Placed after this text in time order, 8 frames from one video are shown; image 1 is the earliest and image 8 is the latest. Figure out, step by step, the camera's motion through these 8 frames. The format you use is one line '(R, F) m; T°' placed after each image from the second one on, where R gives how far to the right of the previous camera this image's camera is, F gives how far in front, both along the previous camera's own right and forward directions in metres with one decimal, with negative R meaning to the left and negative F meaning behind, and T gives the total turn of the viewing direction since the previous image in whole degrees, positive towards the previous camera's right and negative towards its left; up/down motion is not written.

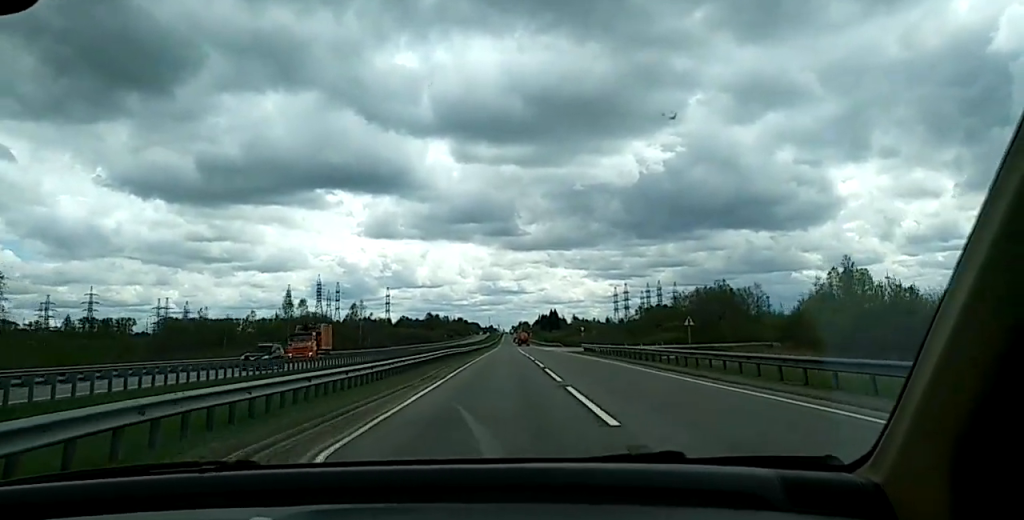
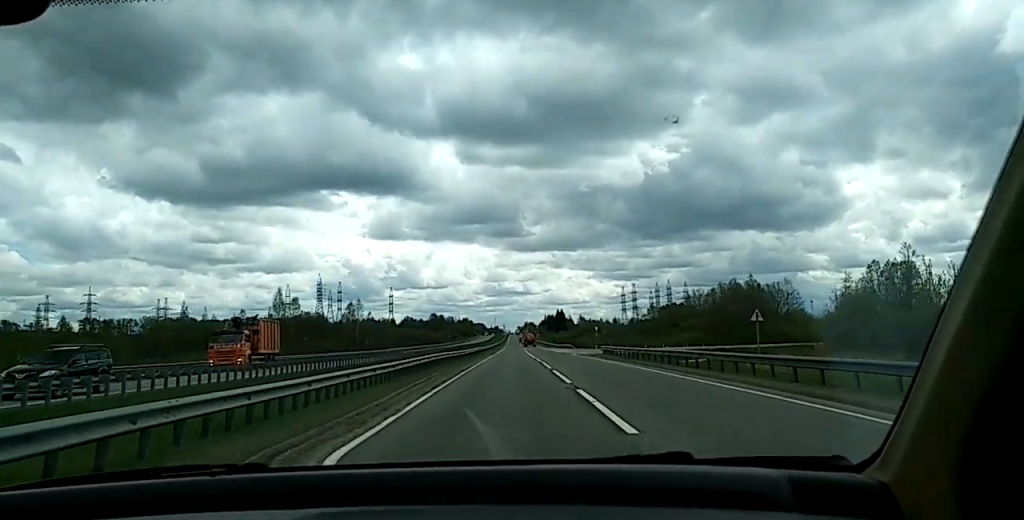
(0.0, +12.9) m; 0°
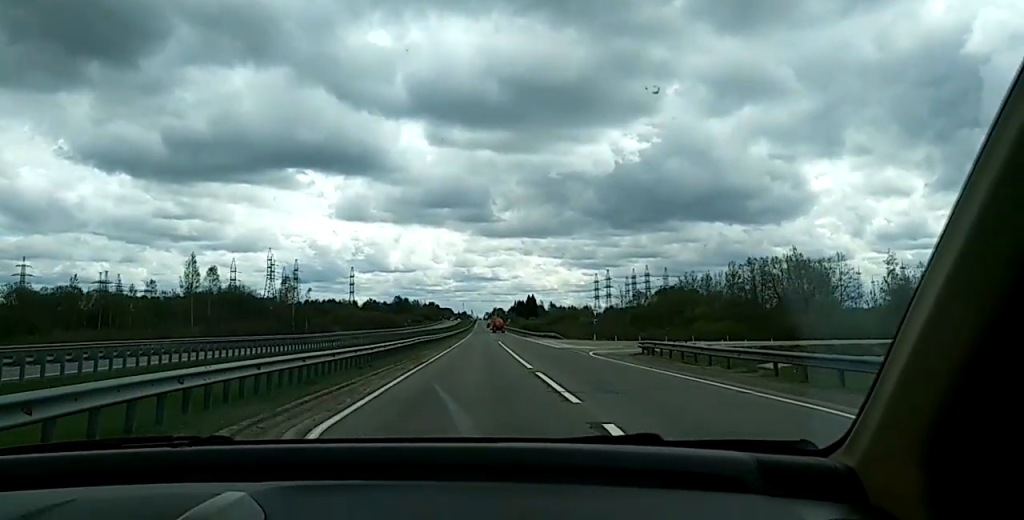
(0.0, +34.6) m; 0°
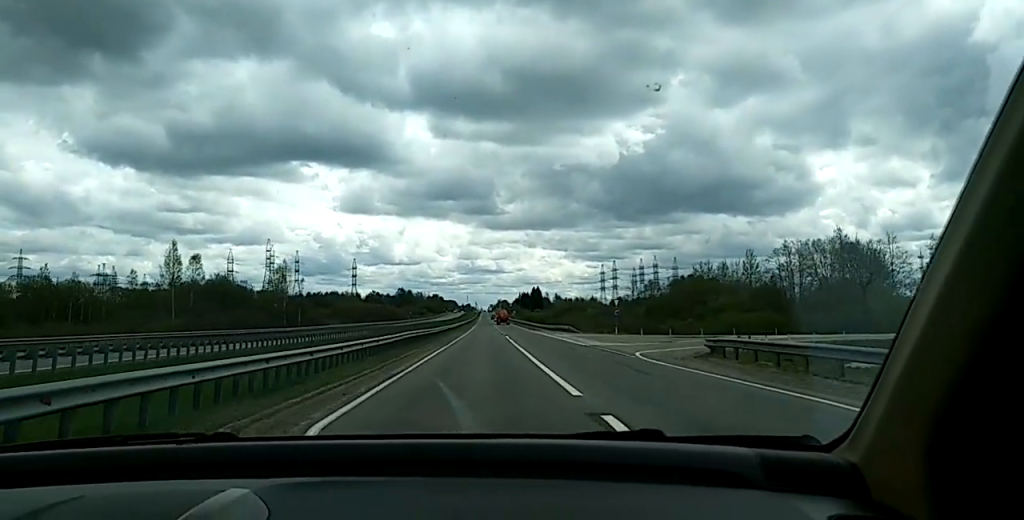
(0.0, +12.2) m; 0°
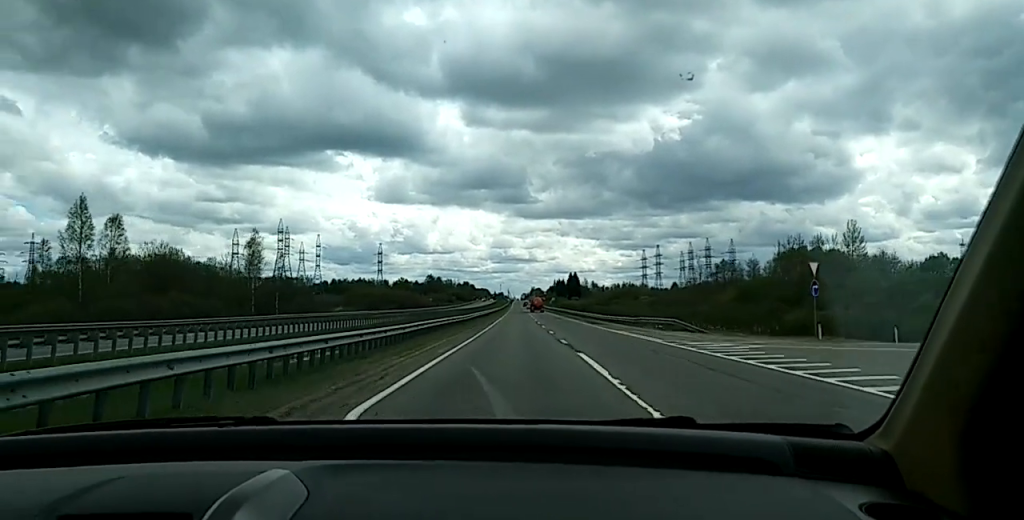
(0.0, +47.2) m; 0°
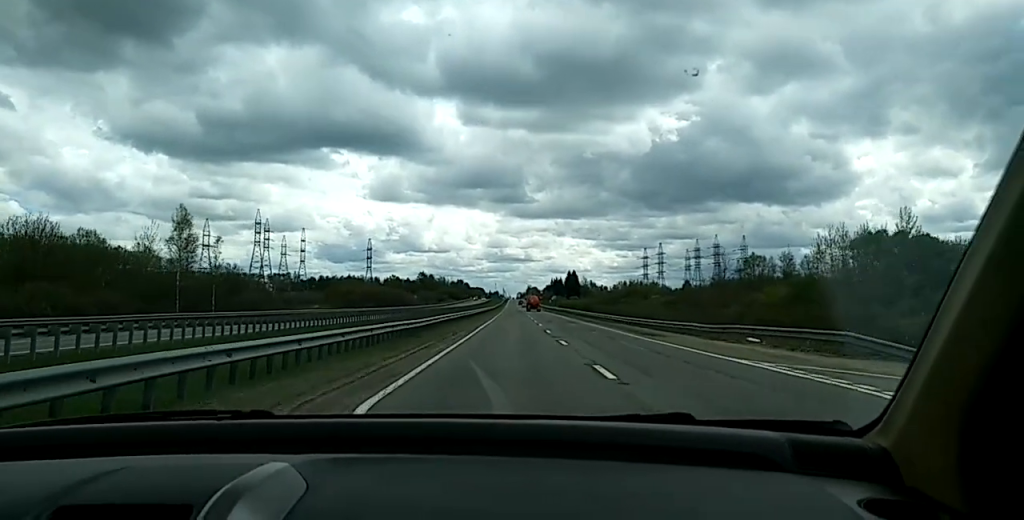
(0.0, +28.7) m; 0°
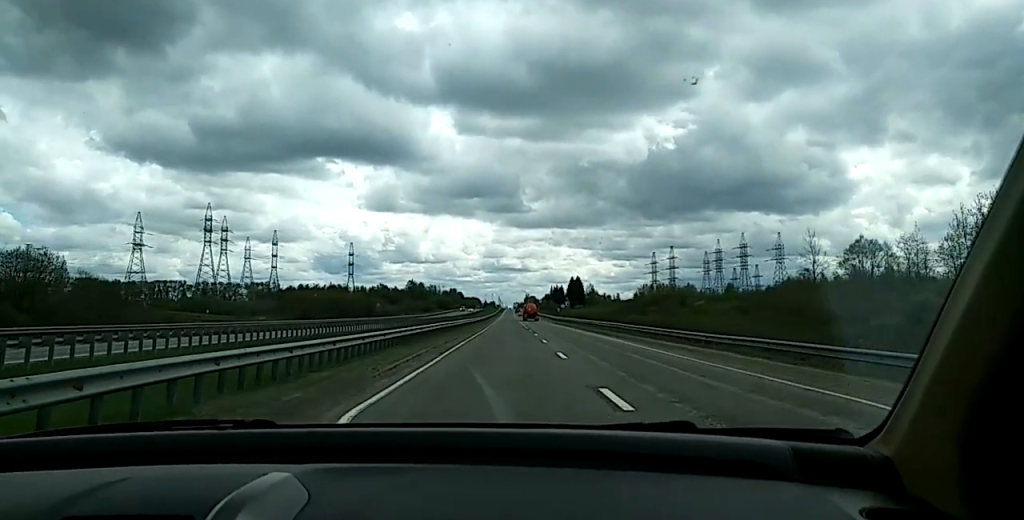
(0.0, +50.6) m; 0°
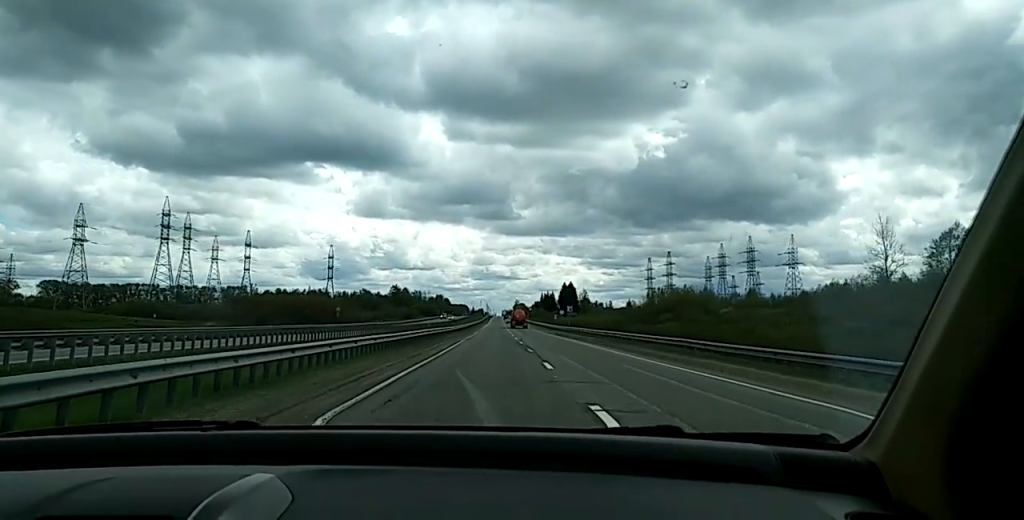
(0.0, +23.5) m; 0°
